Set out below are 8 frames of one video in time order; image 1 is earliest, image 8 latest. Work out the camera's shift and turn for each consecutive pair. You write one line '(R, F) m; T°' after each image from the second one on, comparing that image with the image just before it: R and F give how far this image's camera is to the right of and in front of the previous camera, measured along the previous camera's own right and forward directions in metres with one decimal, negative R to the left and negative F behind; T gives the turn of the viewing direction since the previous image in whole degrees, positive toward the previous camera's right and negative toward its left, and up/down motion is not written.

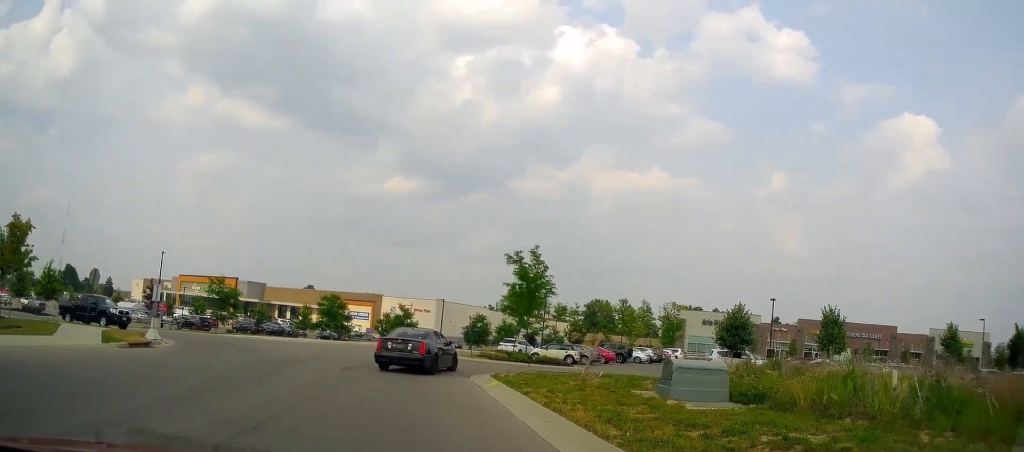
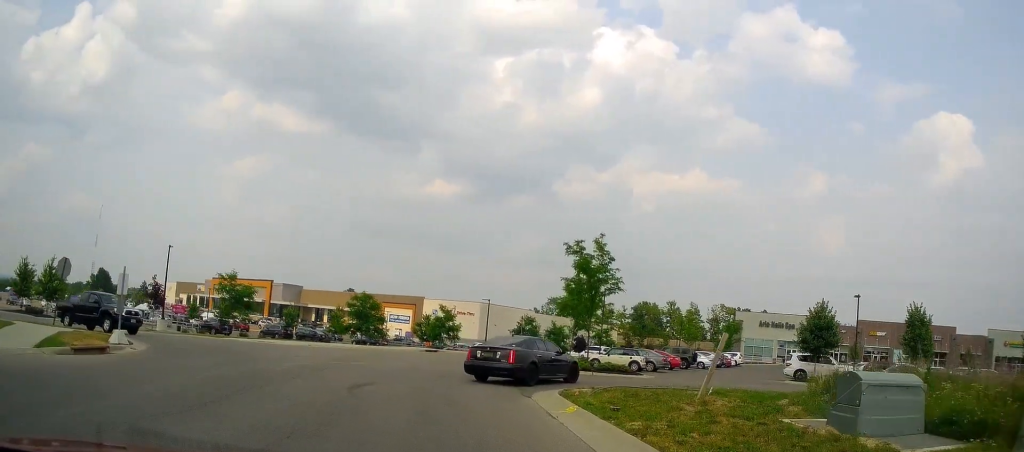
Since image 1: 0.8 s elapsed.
(-0.7, +4.7) m; -5°
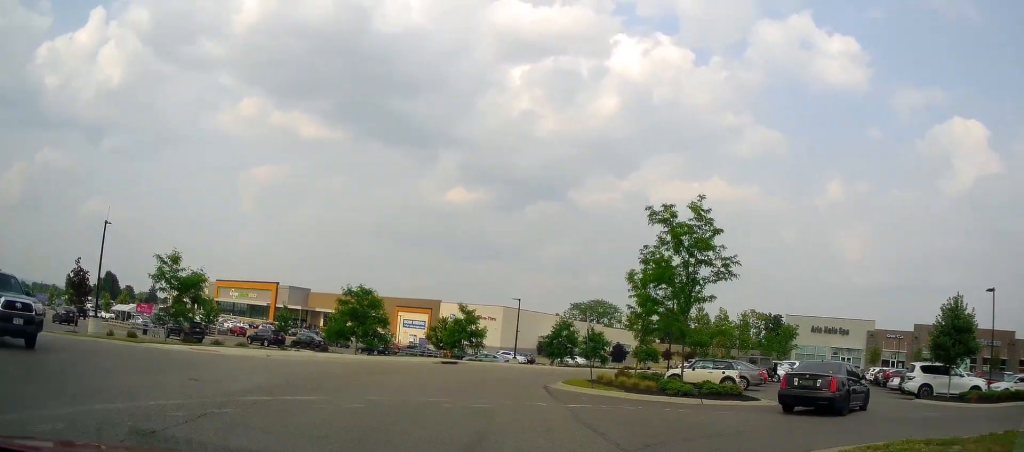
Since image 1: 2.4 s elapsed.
(-0.2, +9.8) m; +4°
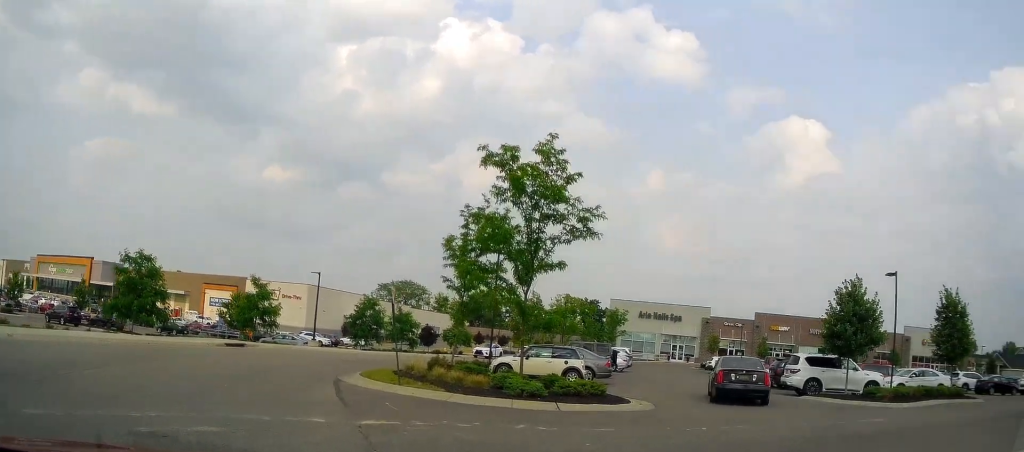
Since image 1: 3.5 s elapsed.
(+0.5, +5.0) m; +21°
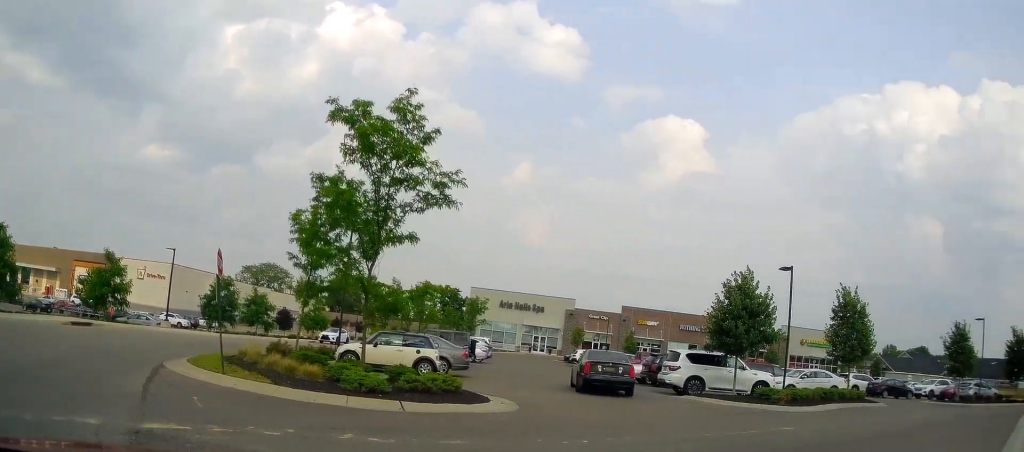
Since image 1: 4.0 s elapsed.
(+0.7, +2.0) m; +11°
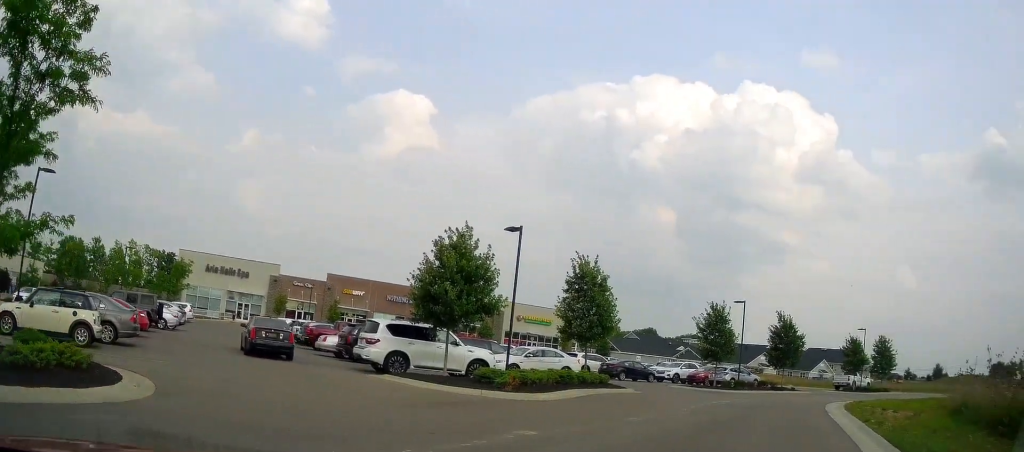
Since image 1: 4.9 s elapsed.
(-0.1, +3.4) m; +15°
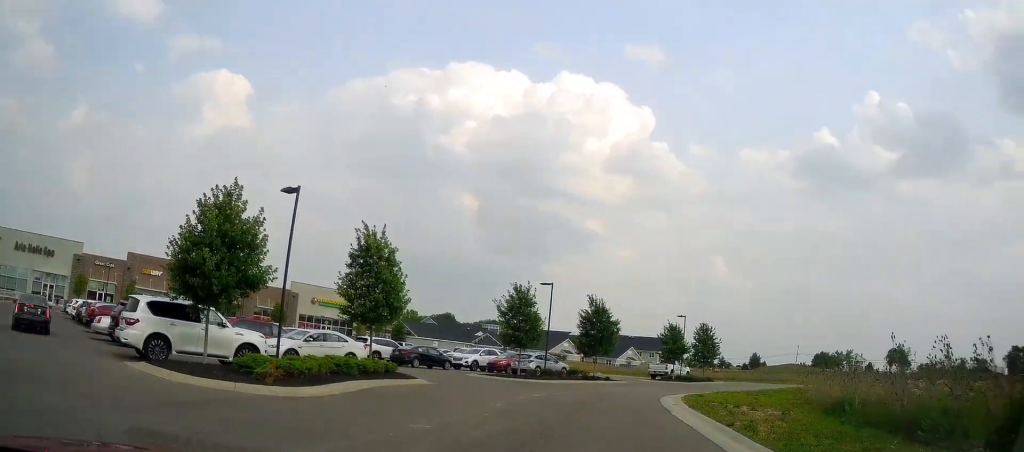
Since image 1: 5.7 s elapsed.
(+0.6, +2.1) m; +16°
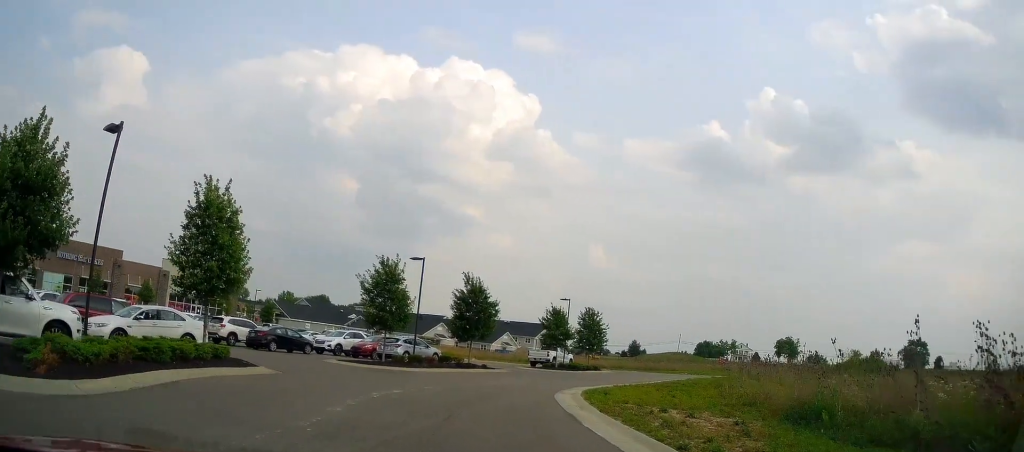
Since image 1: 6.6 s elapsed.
(+0.6, +3.1) m; +17°
